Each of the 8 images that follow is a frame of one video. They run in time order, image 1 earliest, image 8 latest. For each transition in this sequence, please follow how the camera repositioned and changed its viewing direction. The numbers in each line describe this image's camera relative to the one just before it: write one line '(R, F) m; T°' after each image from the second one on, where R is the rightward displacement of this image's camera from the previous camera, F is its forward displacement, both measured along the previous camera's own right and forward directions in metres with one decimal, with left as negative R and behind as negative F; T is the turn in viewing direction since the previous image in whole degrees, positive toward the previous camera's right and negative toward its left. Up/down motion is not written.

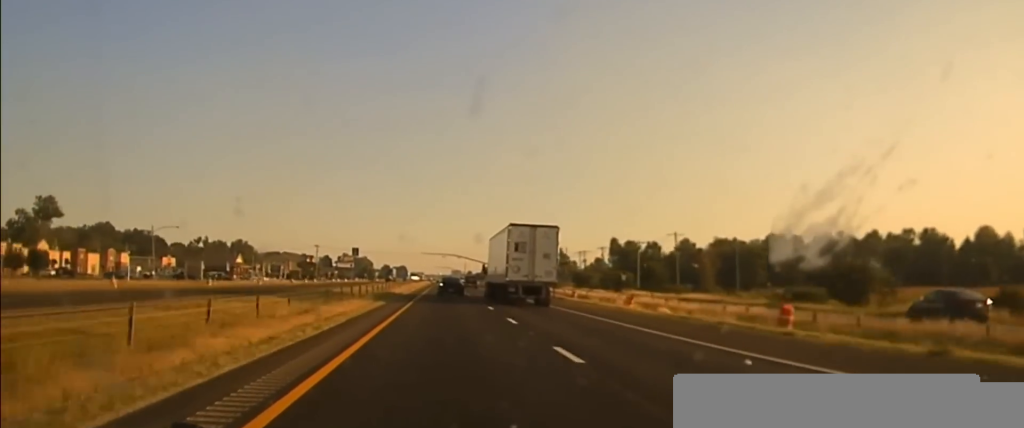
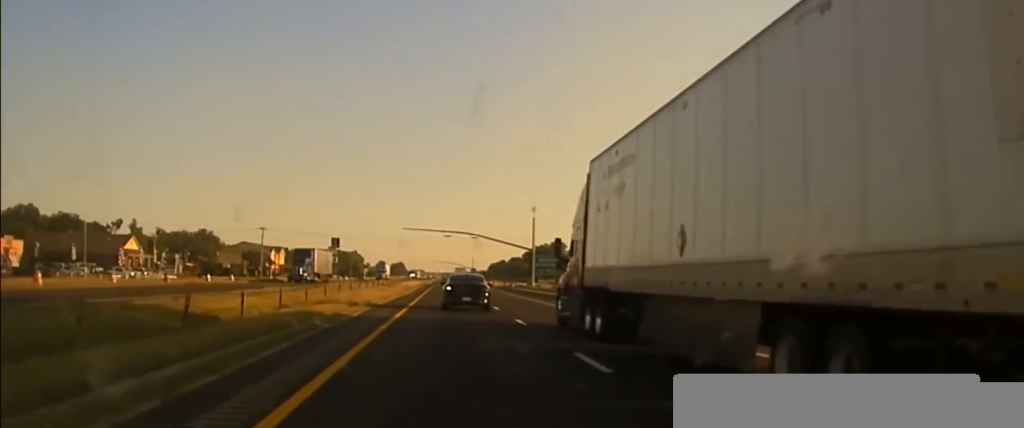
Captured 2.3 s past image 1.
(+0.1, +109.1) m; 0°
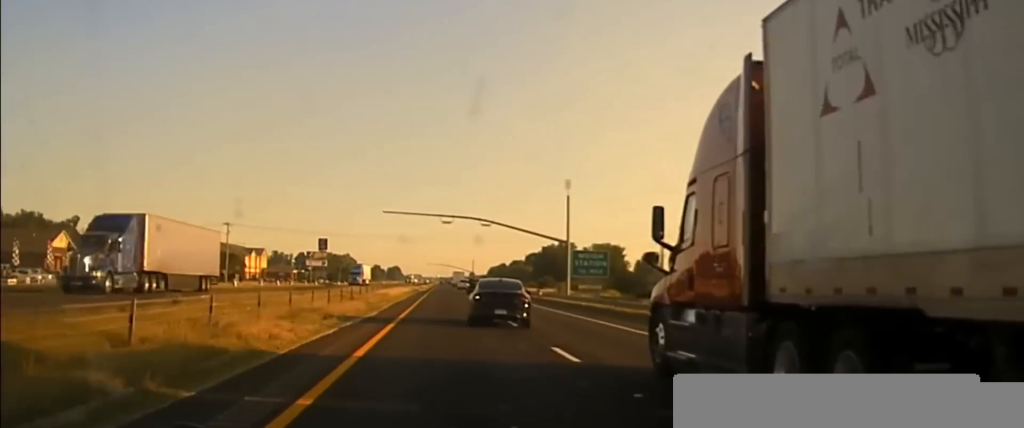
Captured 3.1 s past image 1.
(0.0, +35.7) m; 0°
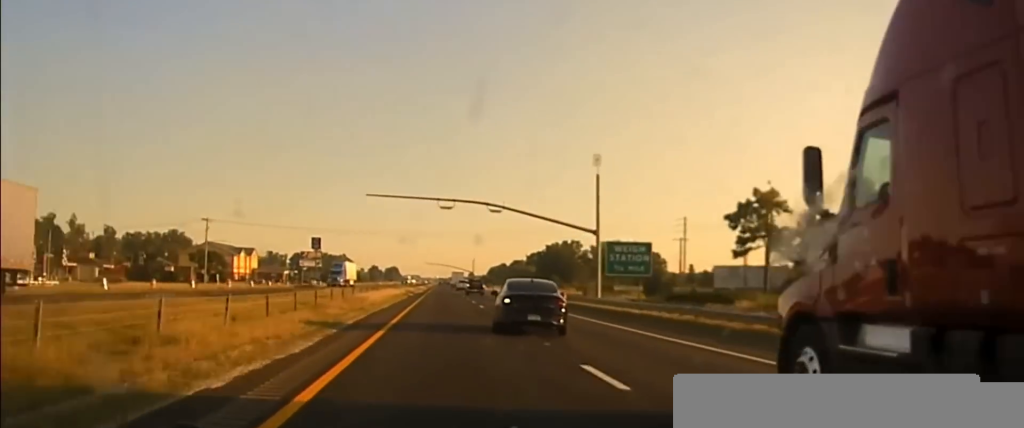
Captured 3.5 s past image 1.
(0.0, +16.7) m; 0°
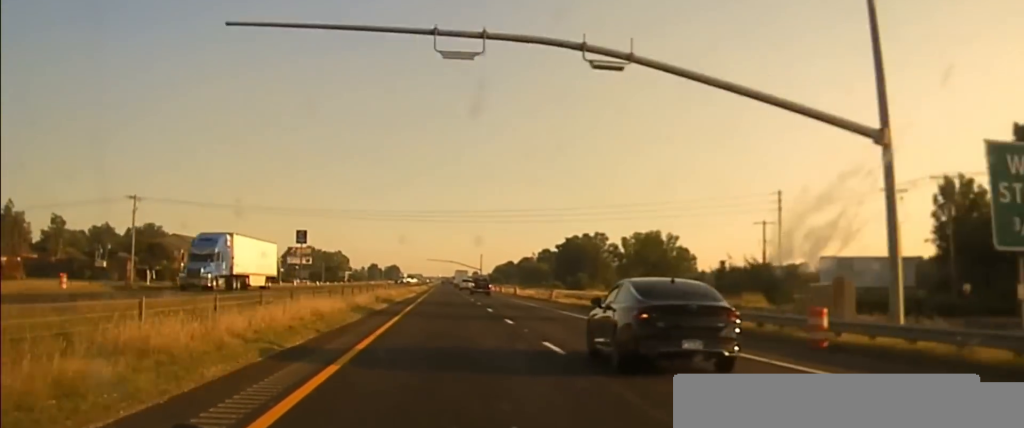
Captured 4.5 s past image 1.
(0.0, +41.1) m; 0°
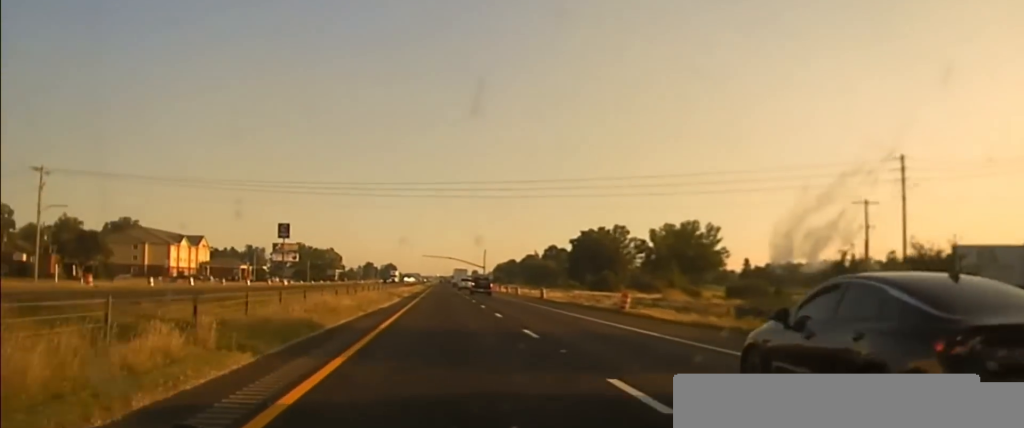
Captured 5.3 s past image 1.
(0.0, +30.7) m; 0°
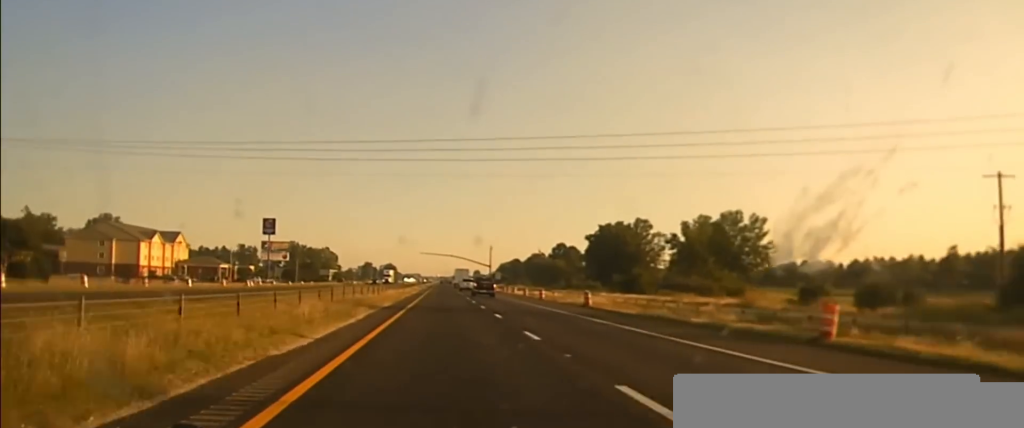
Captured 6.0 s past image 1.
(0.0, +23.6) m; 0°
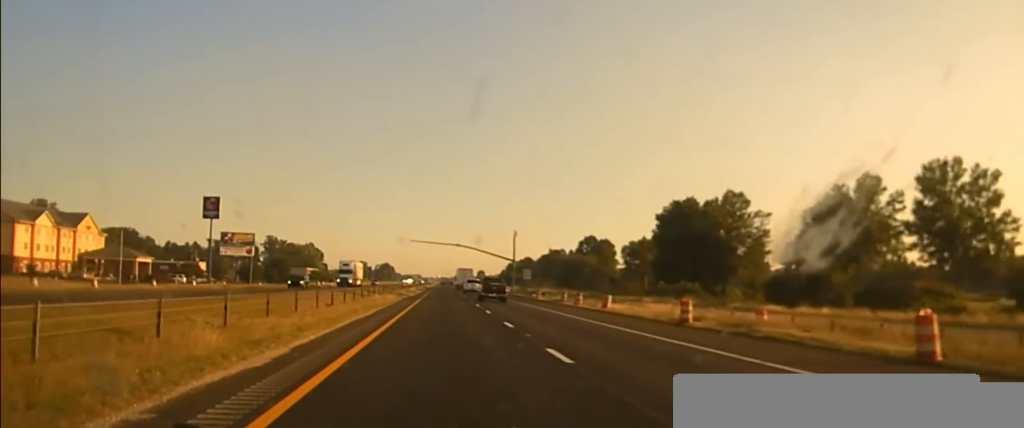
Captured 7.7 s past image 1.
(-0.1, +62.0) m; 0°
